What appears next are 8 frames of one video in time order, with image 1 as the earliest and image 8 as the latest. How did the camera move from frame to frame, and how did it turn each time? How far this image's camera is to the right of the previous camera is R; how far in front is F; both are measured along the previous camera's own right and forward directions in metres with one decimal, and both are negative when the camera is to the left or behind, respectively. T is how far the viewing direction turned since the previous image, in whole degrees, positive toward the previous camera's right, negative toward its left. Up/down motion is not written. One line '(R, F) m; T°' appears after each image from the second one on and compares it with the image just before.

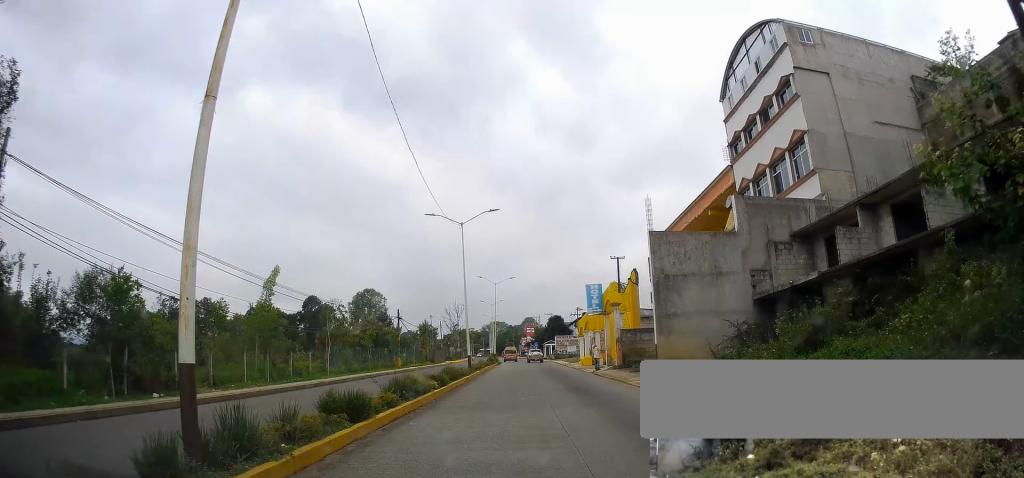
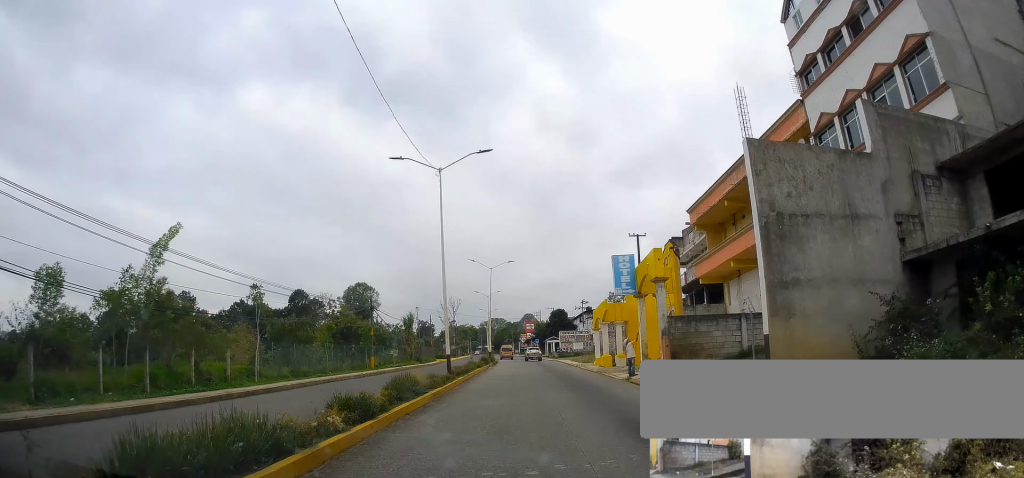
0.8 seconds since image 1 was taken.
(+0.1, +10.5) m; +1°
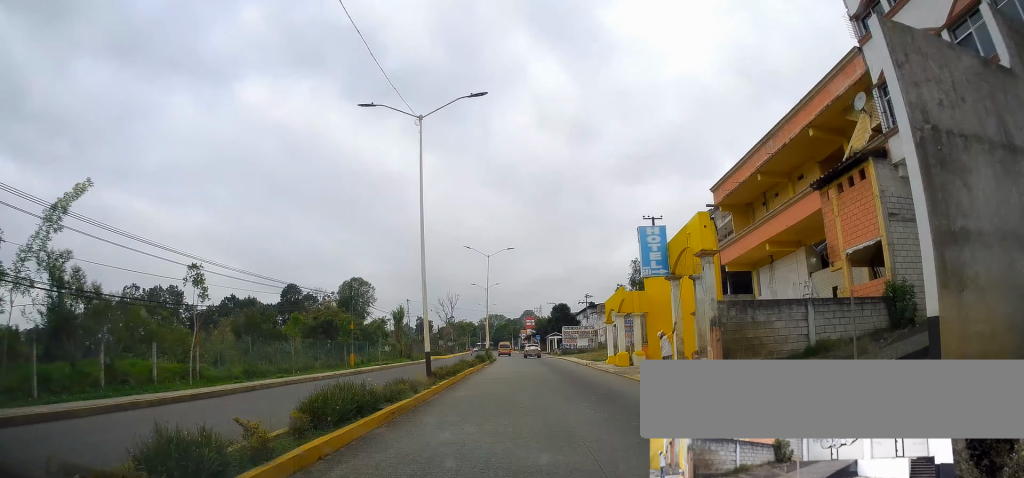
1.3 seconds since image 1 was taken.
(-0.1, +5.6) m; +1°
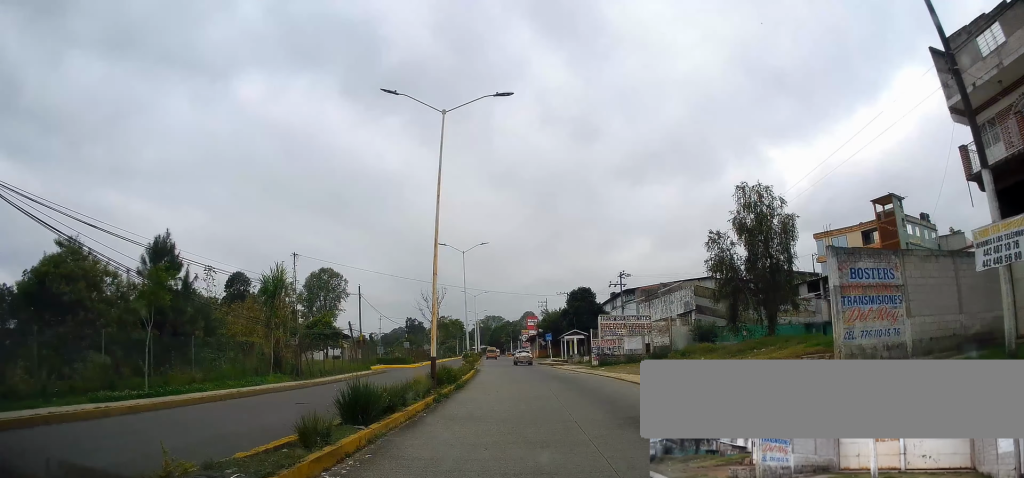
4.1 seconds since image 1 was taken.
(-1.0, +32.9) m; -1°
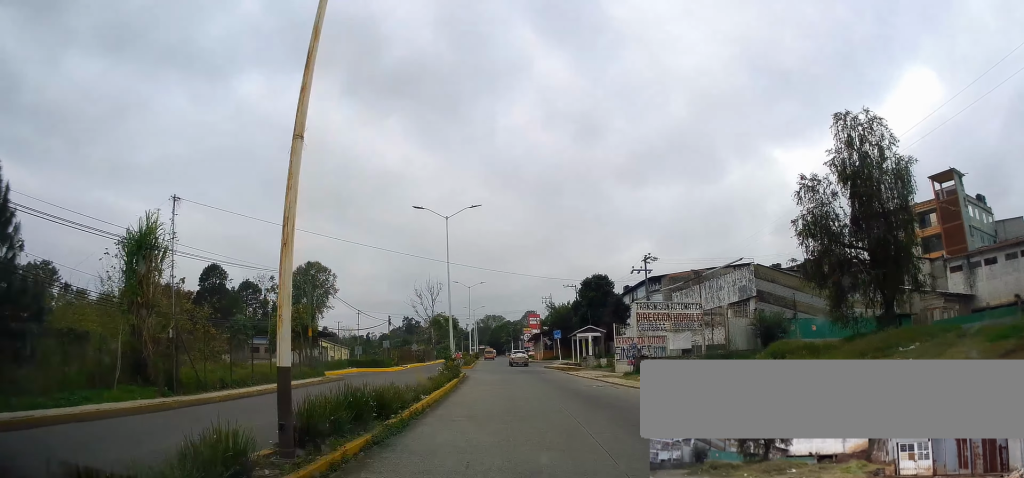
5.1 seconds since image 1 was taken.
(+0.5, +12.3) m; +2°
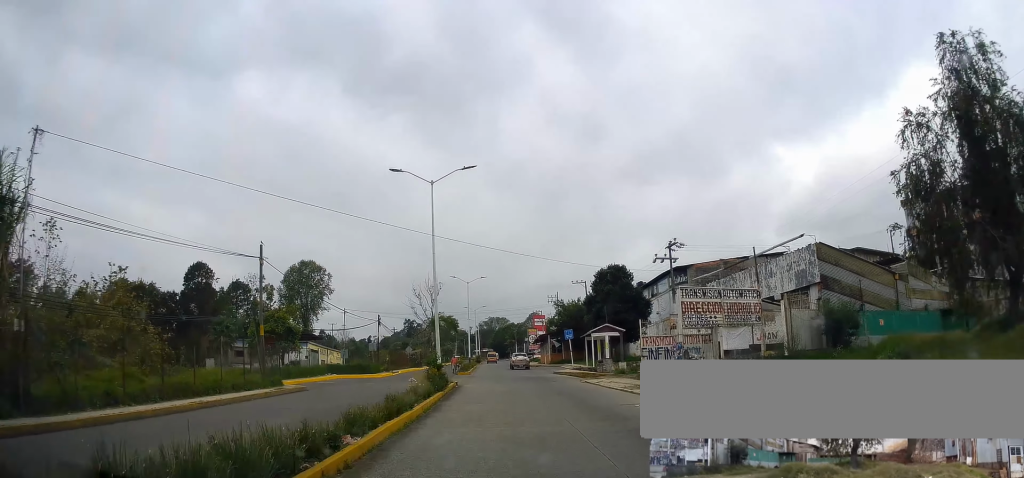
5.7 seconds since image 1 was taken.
(0.0, +7.2) m; -1°
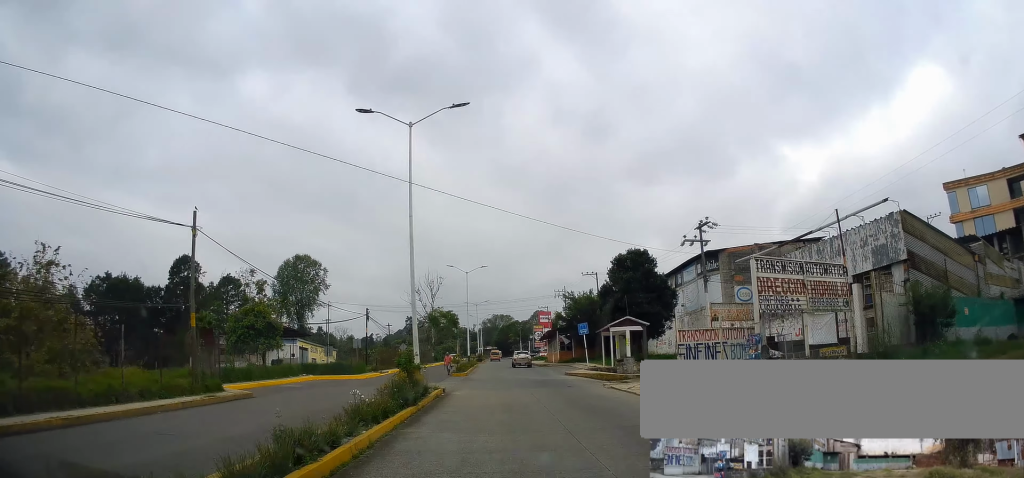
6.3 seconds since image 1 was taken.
(-0.1, +6.9) m; -2°
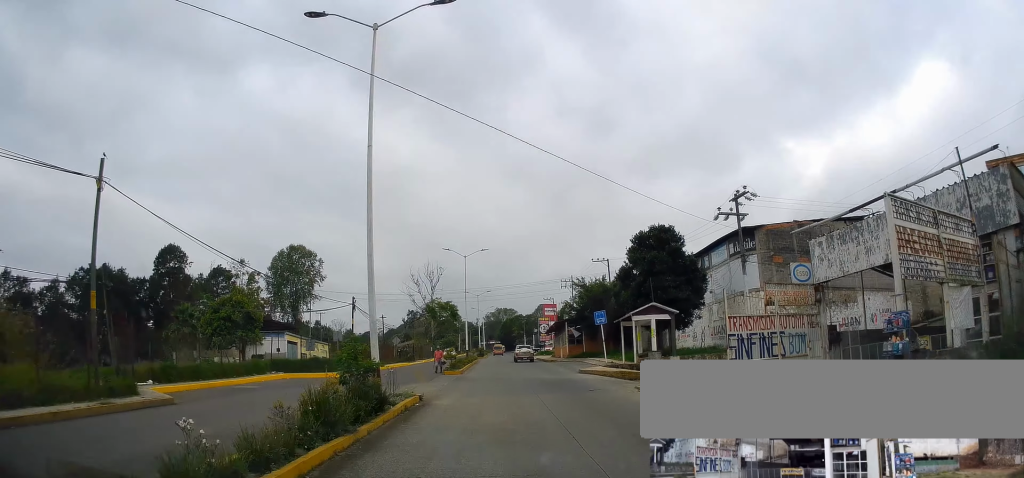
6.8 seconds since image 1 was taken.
(-0.2, +6.2) m; 0°
